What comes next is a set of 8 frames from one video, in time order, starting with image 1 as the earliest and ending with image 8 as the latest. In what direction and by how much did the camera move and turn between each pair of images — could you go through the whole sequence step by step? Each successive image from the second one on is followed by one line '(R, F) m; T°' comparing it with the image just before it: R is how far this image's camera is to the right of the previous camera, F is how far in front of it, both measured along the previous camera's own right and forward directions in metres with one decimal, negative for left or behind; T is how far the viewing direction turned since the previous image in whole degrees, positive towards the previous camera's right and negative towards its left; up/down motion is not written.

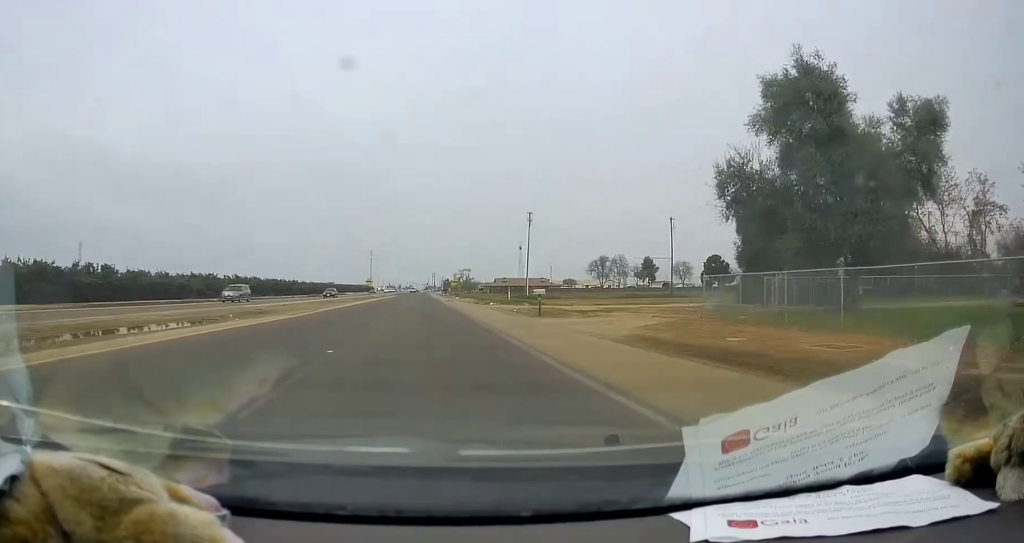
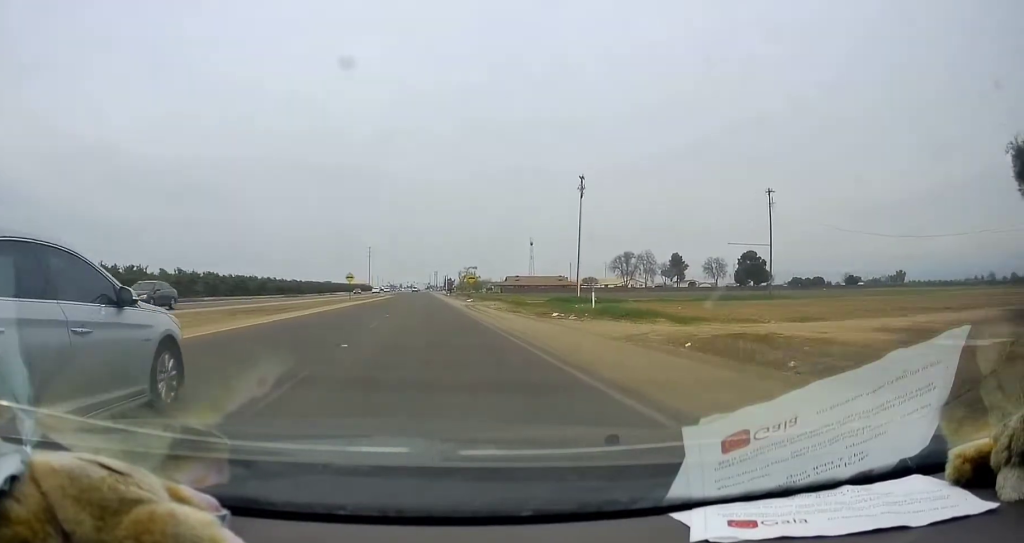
(0.0, +27.8) m; 0°
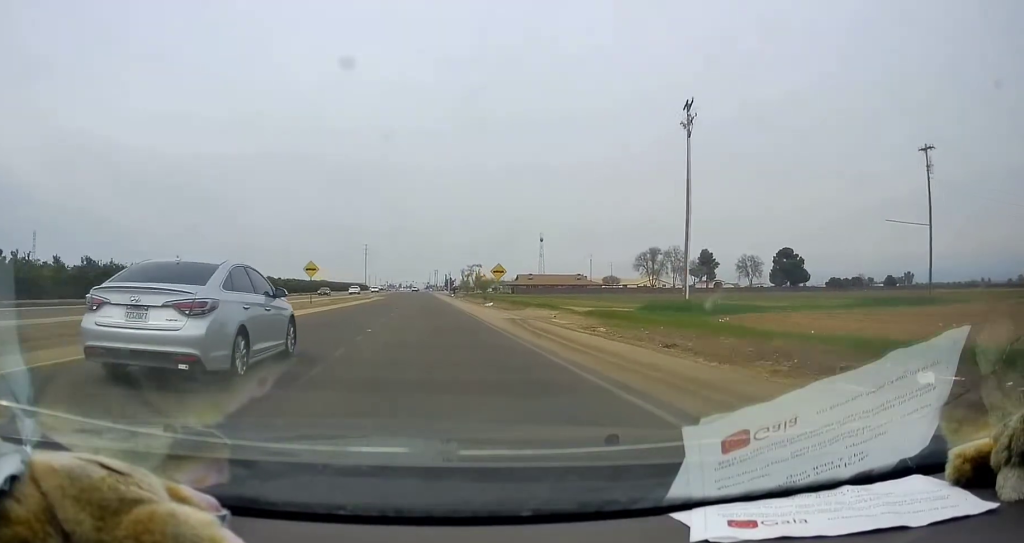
(0.0, +25.9) m; 0°
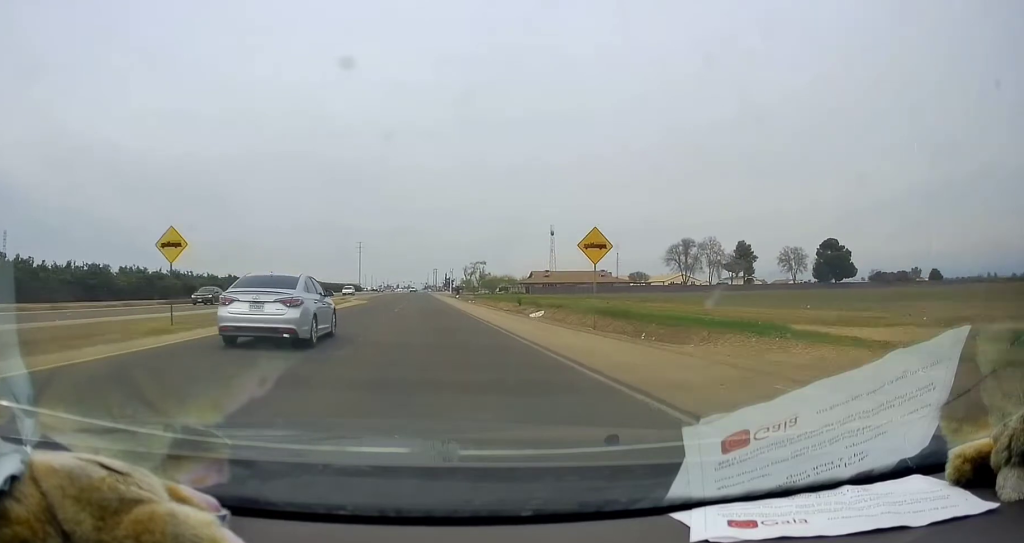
(0.0, +27.4) m; 0°
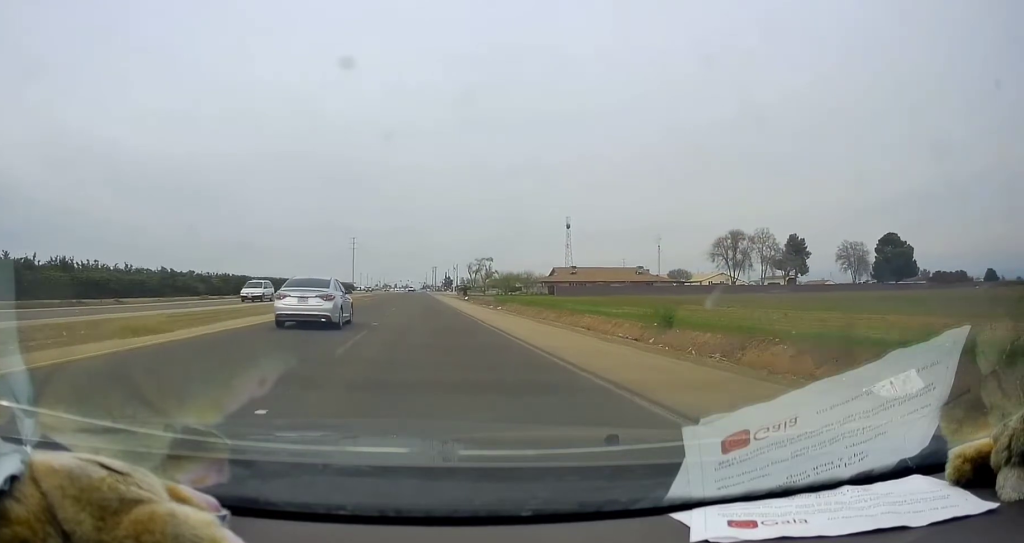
(0.0, +28.1) m; 0°
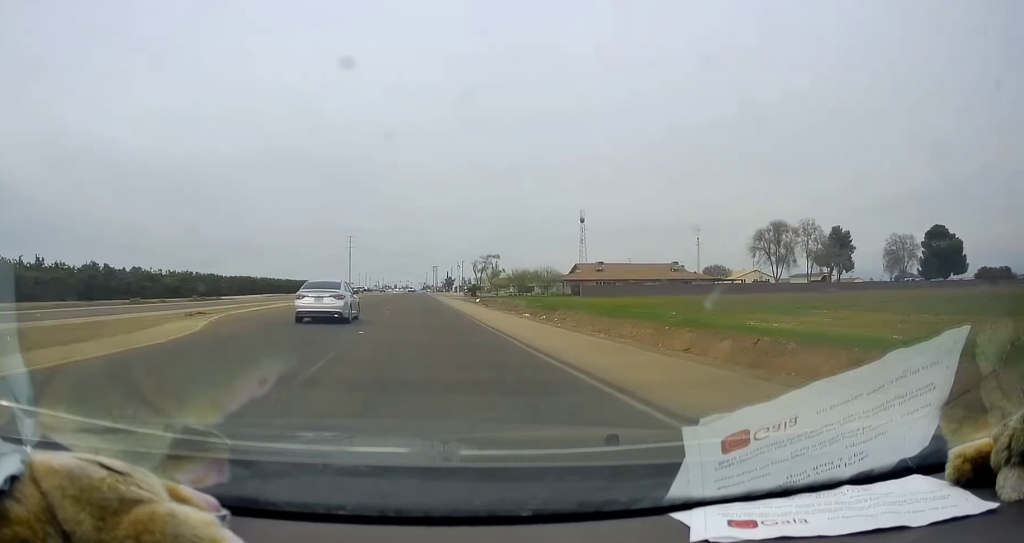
(0.0, +19.3) m; 0°
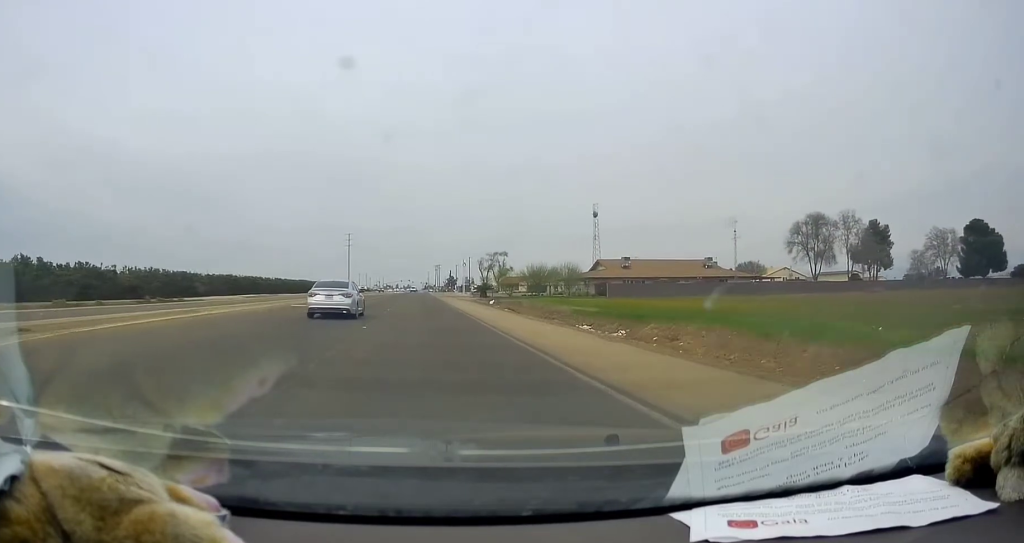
(-0.1, +13.4) m; +1°
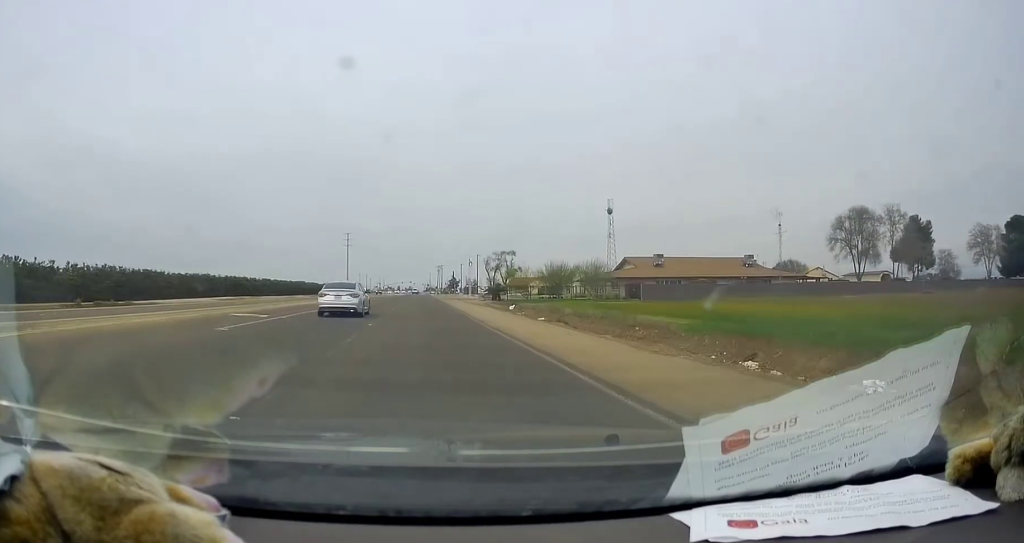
(+0.2, +13.4) m; +1°
